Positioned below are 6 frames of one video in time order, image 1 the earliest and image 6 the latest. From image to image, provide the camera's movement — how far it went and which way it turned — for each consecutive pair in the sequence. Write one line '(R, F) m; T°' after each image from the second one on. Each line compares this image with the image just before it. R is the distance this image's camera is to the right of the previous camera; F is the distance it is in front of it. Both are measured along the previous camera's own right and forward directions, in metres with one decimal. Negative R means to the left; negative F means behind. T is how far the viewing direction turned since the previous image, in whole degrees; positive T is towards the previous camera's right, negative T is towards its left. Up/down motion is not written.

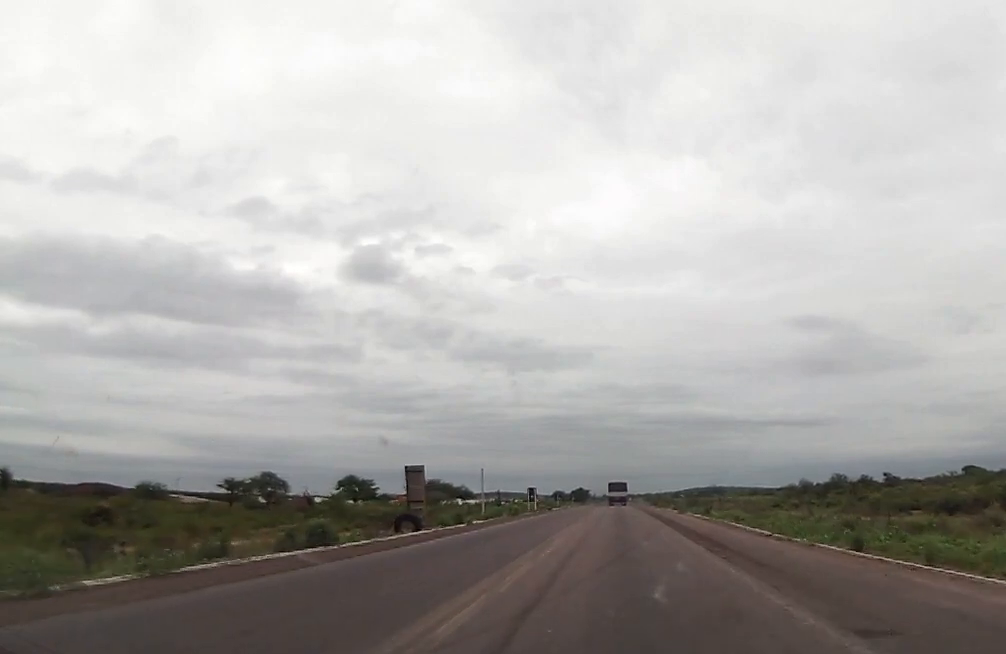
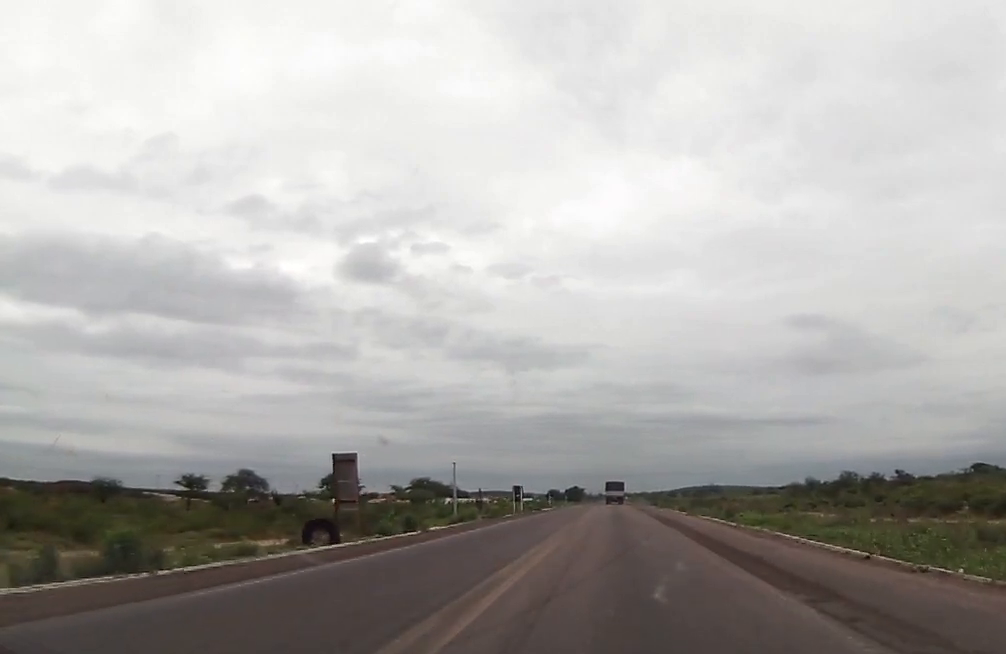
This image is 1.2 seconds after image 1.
(-0.1, +8.3) m; +1°
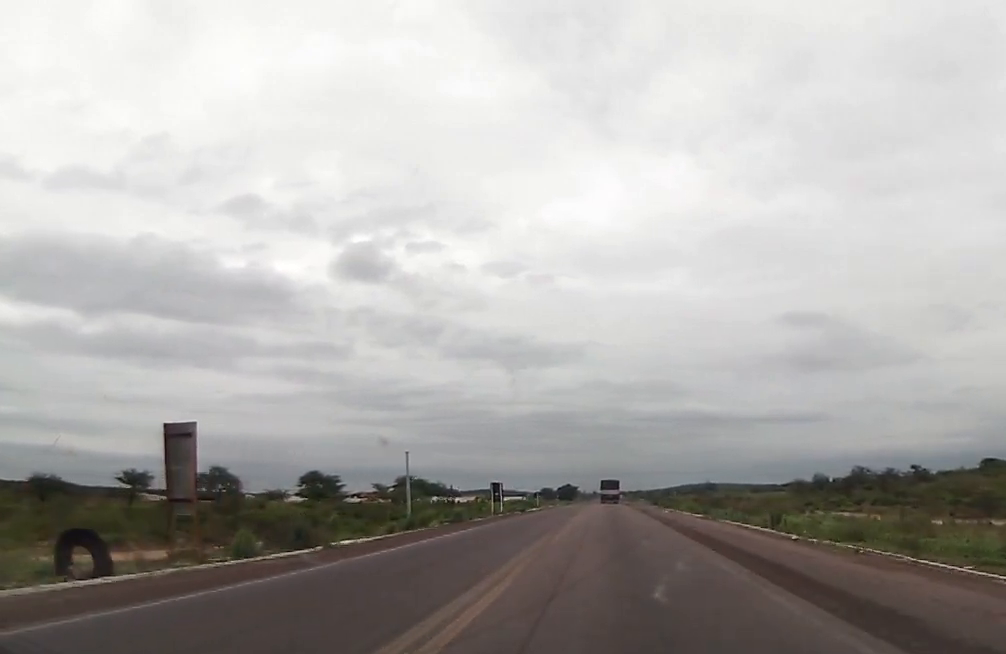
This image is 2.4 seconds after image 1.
(+0.3, +10.2) m; +1°
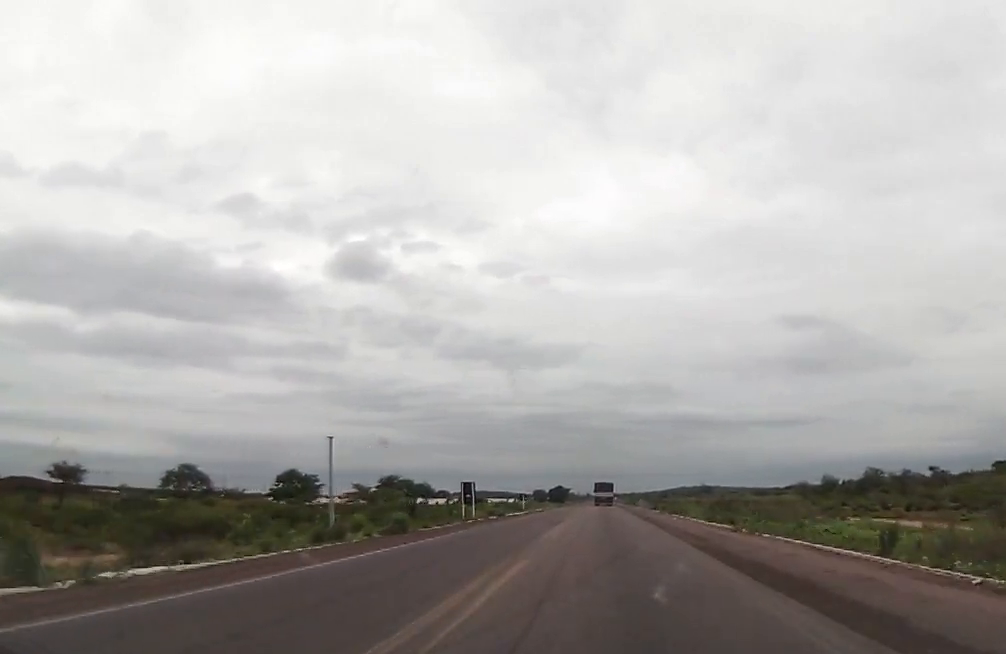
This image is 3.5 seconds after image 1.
(-0.1, +10.2) m; +1°
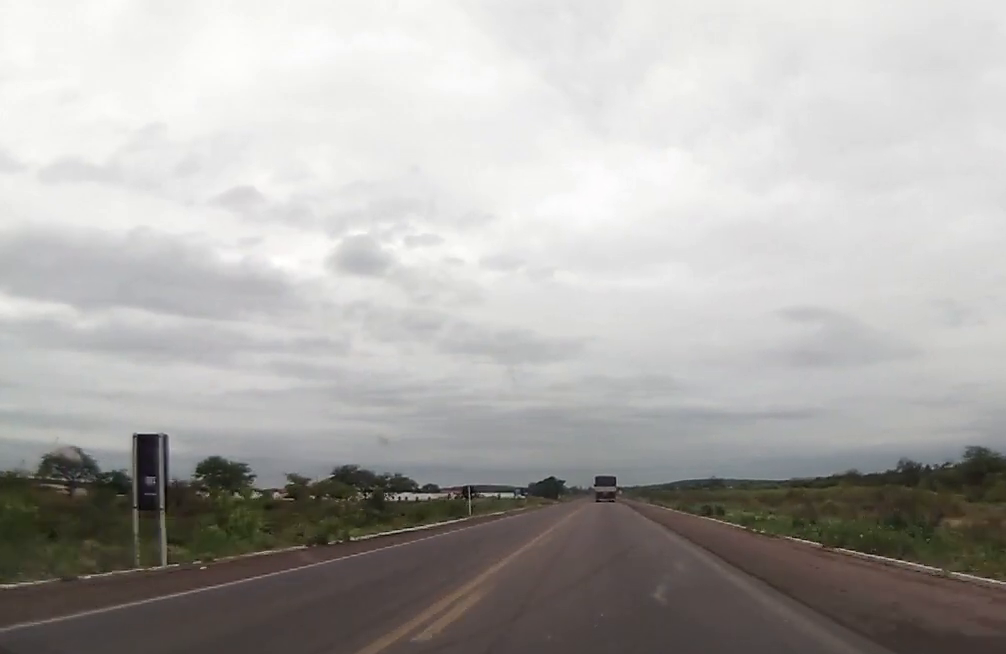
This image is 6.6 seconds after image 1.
(+0.3, +38.0) m; -2°
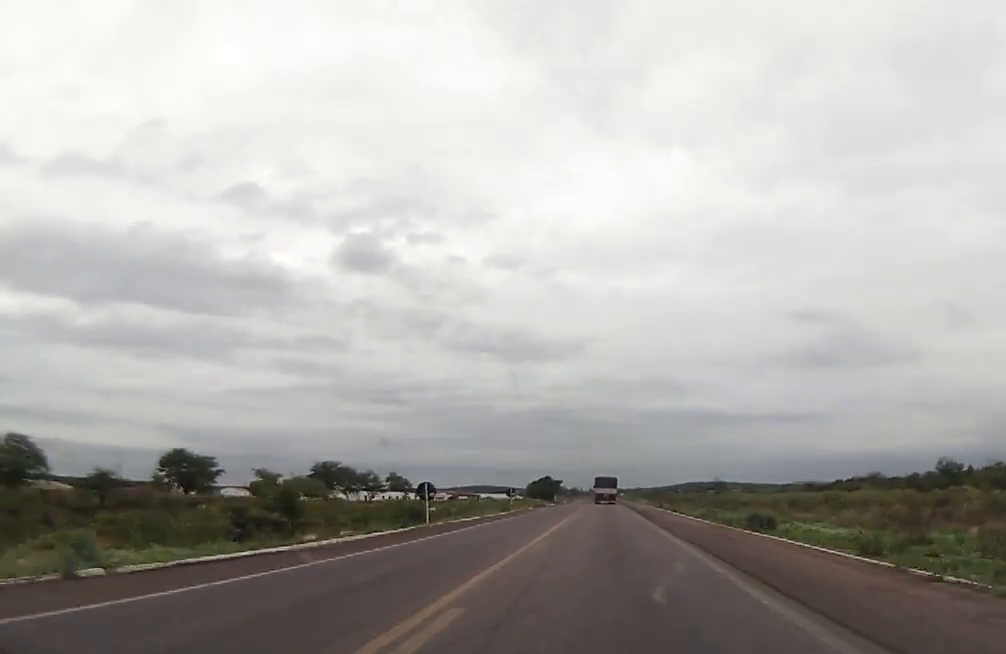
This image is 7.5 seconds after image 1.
(-0.4, +13.5) m; 0°
